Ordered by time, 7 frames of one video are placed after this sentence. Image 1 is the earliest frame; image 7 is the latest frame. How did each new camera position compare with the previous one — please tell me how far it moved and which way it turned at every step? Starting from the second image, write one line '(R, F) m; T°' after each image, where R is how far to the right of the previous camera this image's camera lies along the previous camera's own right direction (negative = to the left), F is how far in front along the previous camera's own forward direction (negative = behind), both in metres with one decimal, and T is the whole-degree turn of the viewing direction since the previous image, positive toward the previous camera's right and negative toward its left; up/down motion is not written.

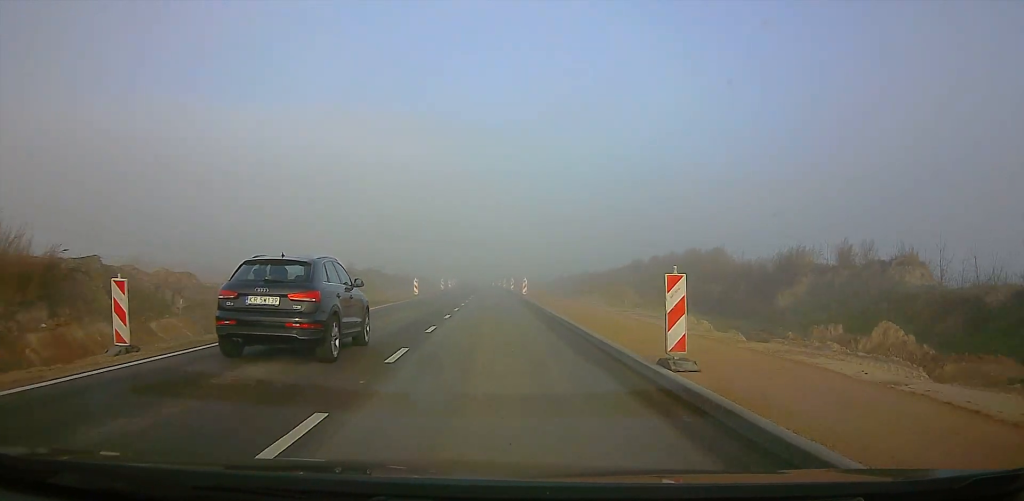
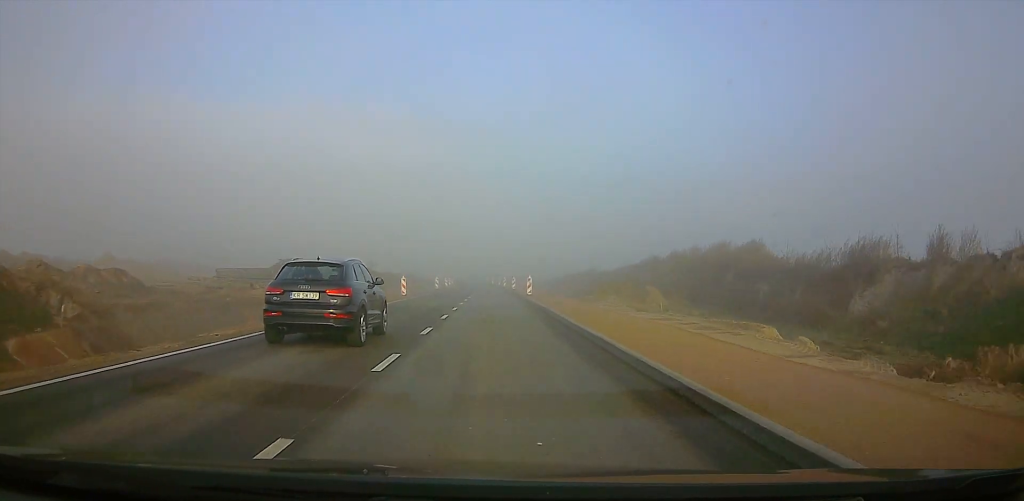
(-0.2, +7.0) m; 0°
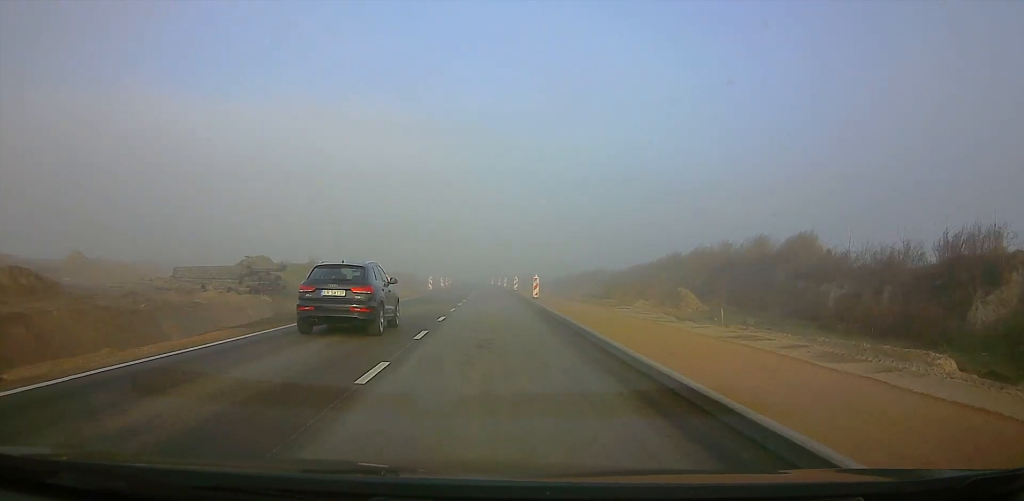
(+0.2, +6.5) m; +1°
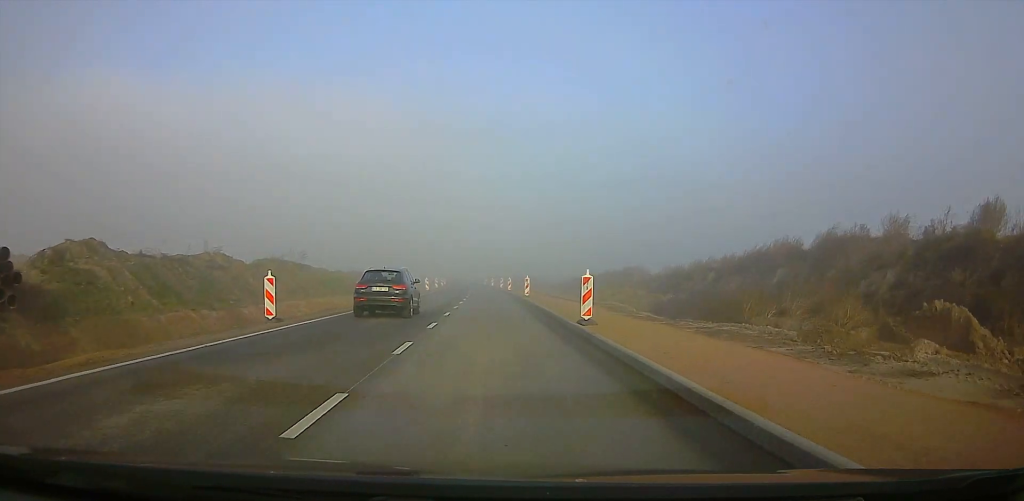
(+0.7, +20.4) m; +1°
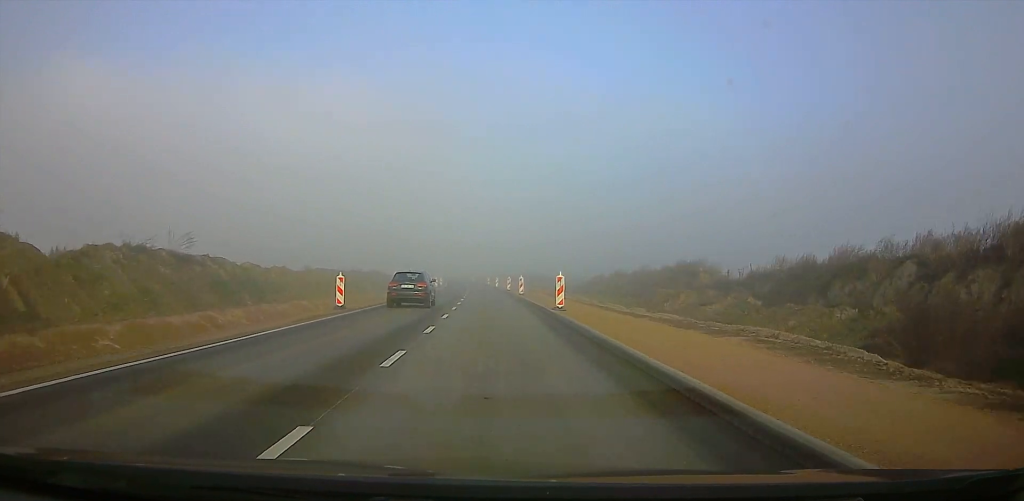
(-0.4, +20.6) m; -2°
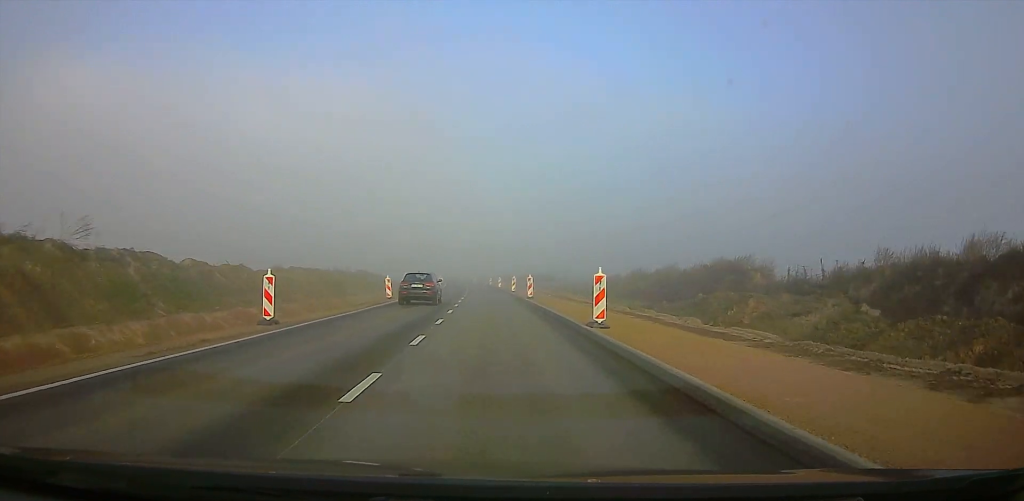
(-0.1, +9.5) m; 0°
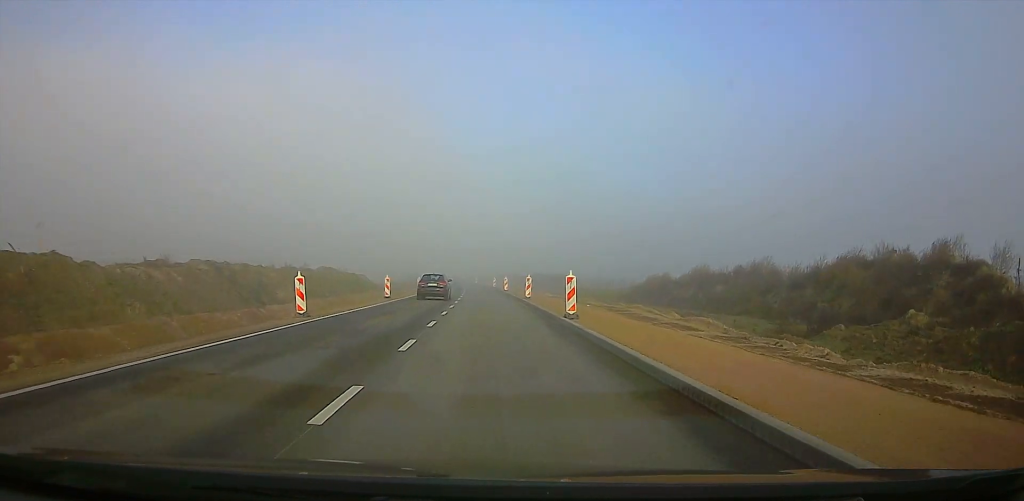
(+0.1, +20.7) m; 0°
